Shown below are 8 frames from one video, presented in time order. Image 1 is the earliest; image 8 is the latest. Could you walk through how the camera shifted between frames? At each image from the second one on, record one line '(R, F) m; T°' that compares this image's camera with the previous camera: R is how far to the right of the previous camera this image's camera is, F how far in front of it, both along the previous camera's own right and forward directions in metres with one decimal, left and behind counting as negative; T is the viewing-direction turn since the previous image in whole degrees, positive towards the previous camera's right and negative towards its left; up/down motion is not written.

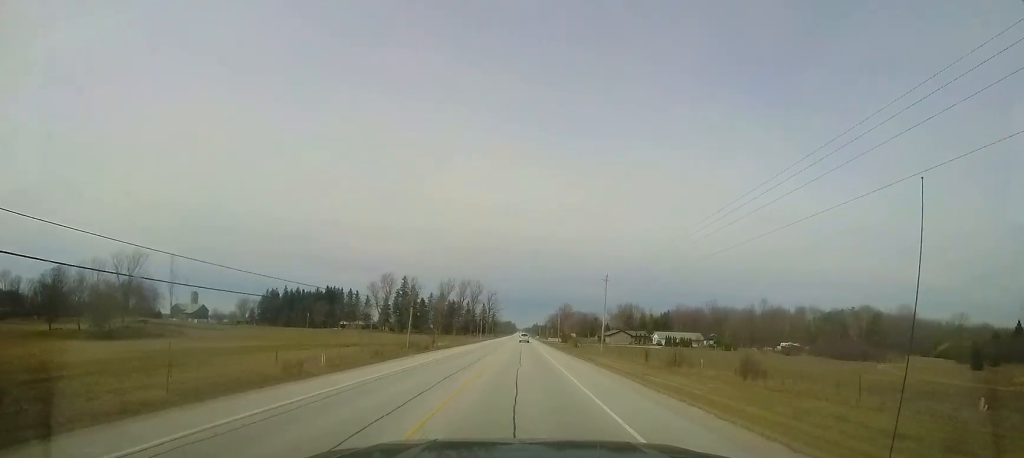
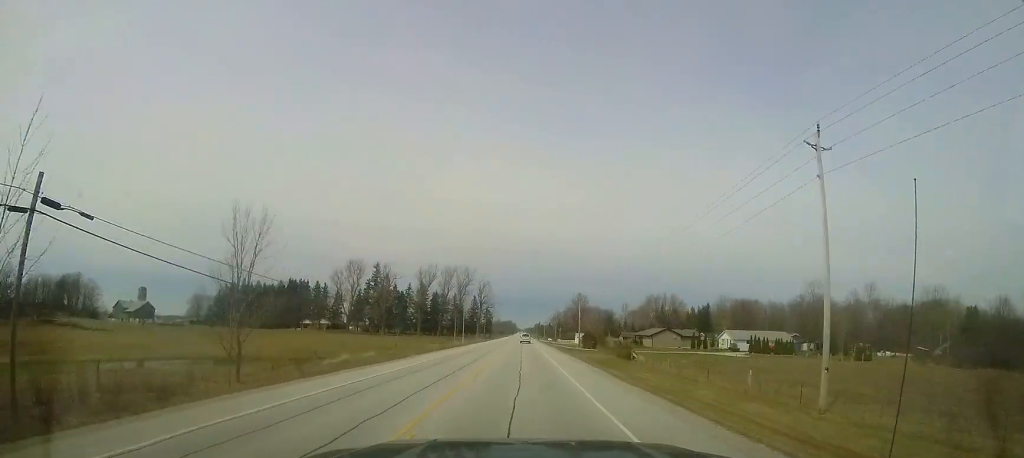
(+0.5, +45.3) m; 0°
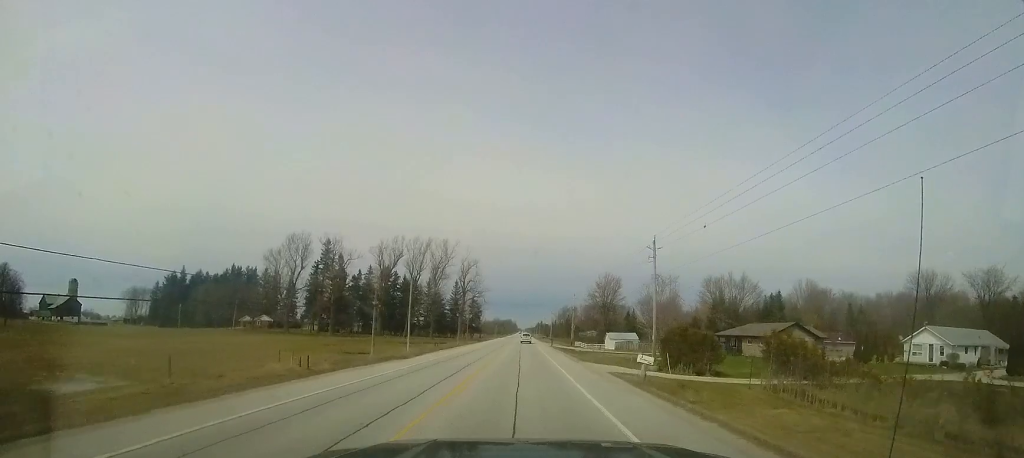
(-0.6, +48.2) m; 0°
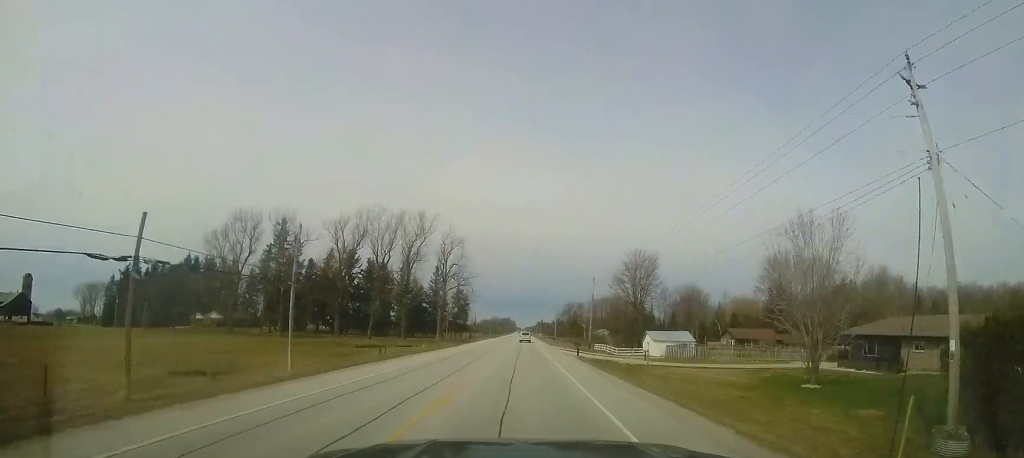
(+0.3, +27.5) m; 0°
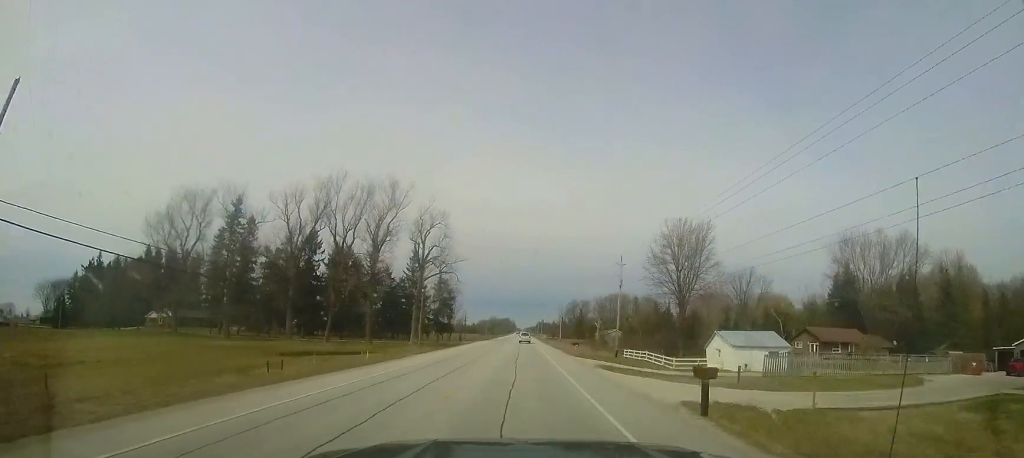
(-0.1, +20.6) m; 0°
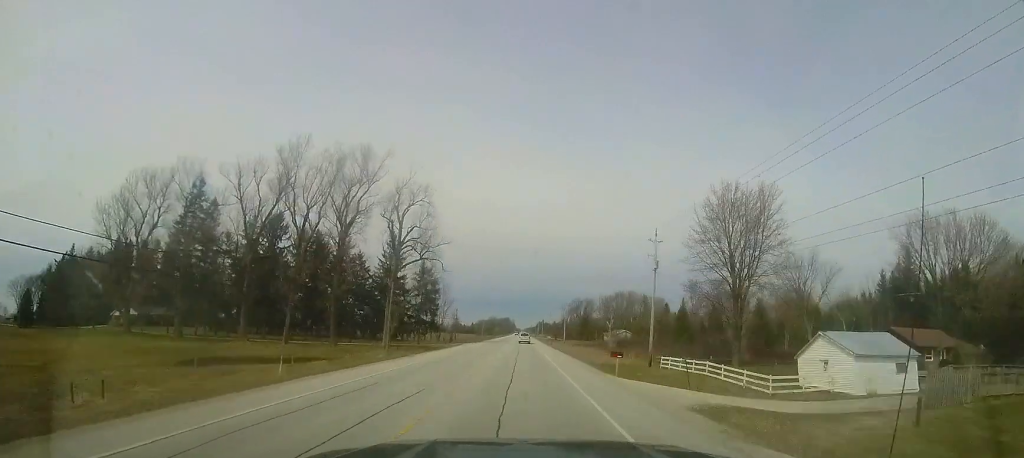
(-0.2, +13.7) m; 0°
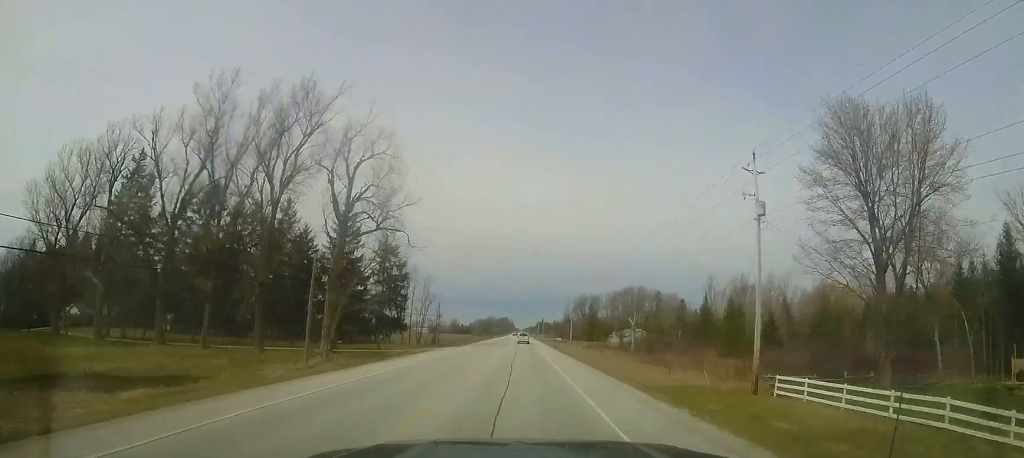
(+0.2, +17.5) m; 0°
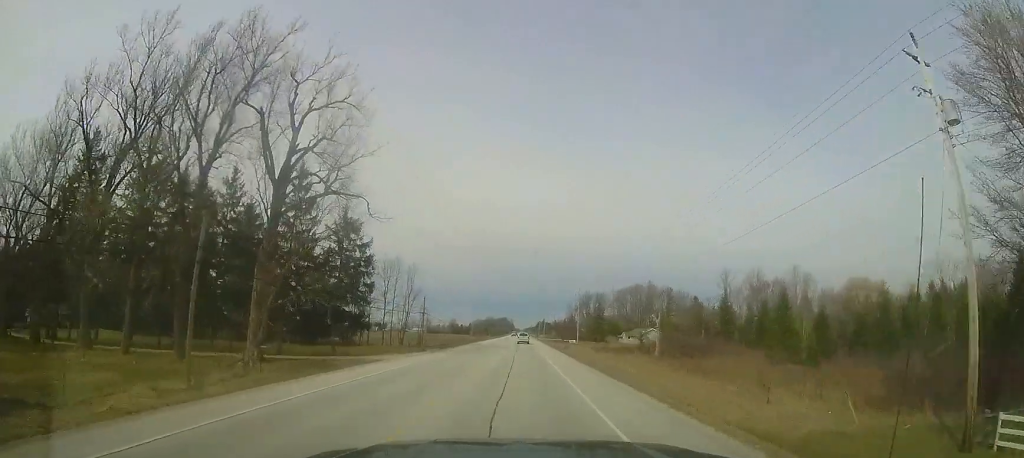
(+0.1, +11.7) m; 0°
